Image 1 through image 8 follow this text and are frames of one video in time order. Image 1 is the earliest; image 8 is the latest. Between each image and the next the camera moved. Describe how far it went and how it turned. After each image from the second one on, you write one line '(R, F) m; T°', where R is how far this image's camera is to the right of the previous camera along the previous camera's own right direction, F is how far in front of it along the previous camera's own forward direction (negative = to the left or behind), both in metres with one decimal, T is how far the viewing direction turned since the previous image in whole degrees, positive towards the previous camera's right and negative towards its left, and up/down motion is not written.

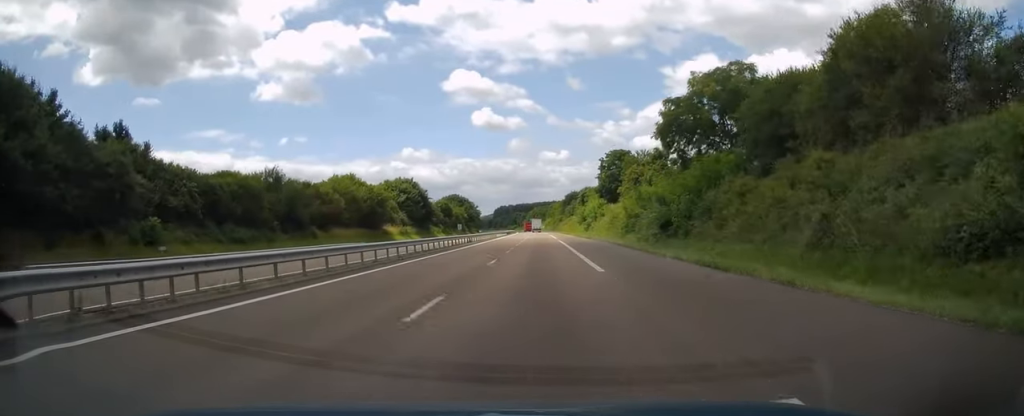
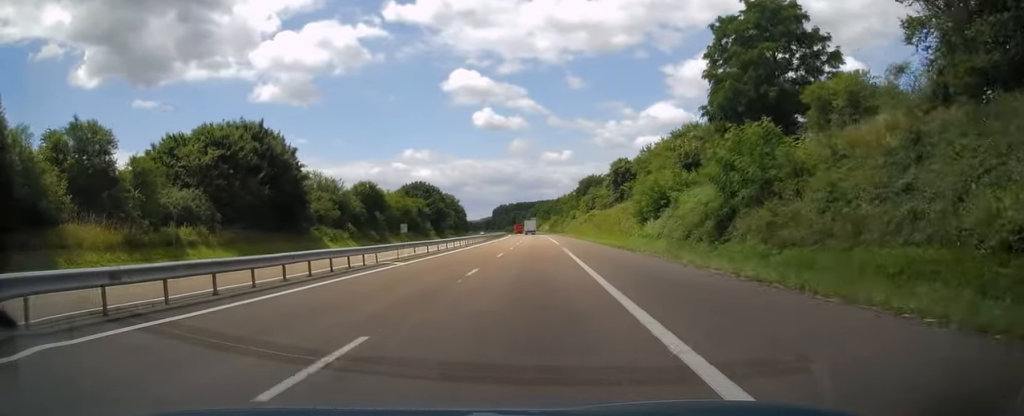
(-1.5, +71.6) m; -1°
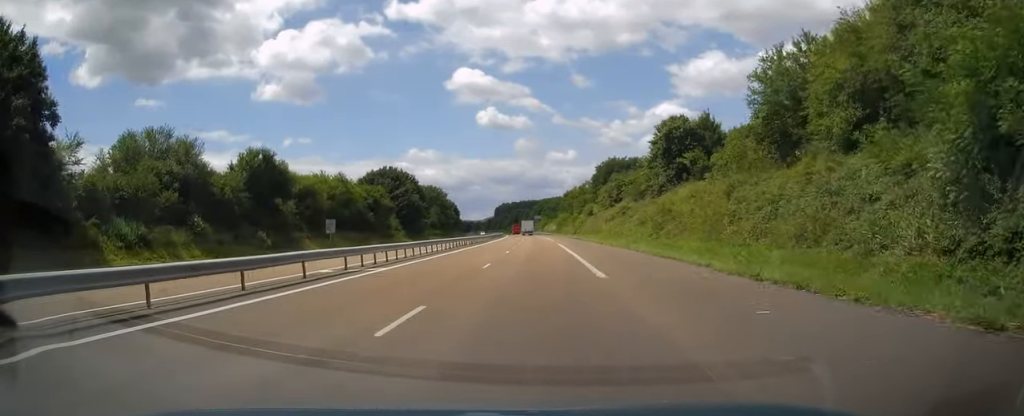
(-0.2, +37.0) m; 0°
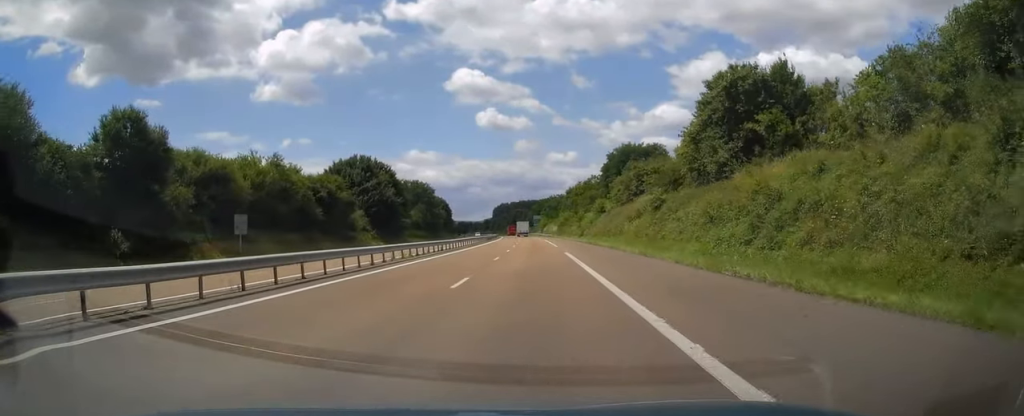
(0.0, +19.9) m; 0°
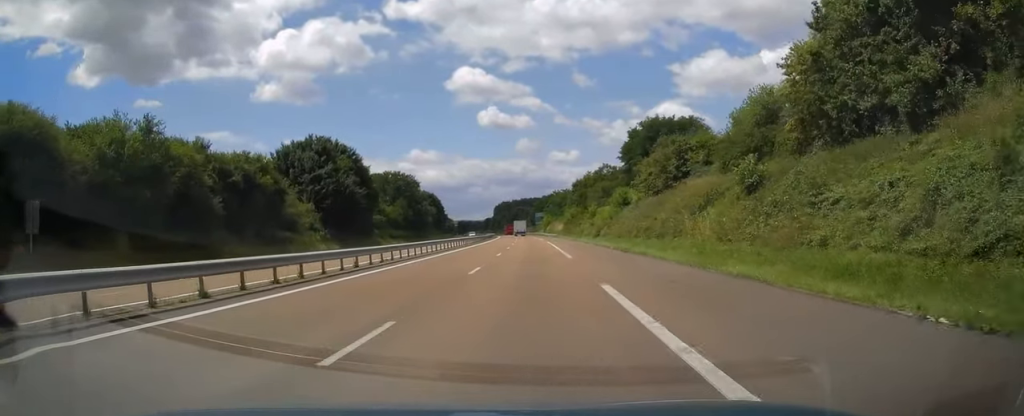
(+0.2, +21.8) m; 0°
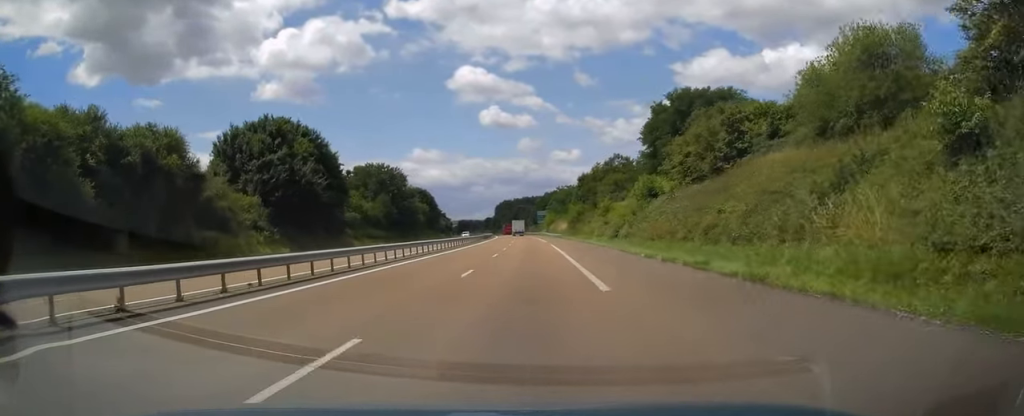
(-0.2, +14.8) m; 0°
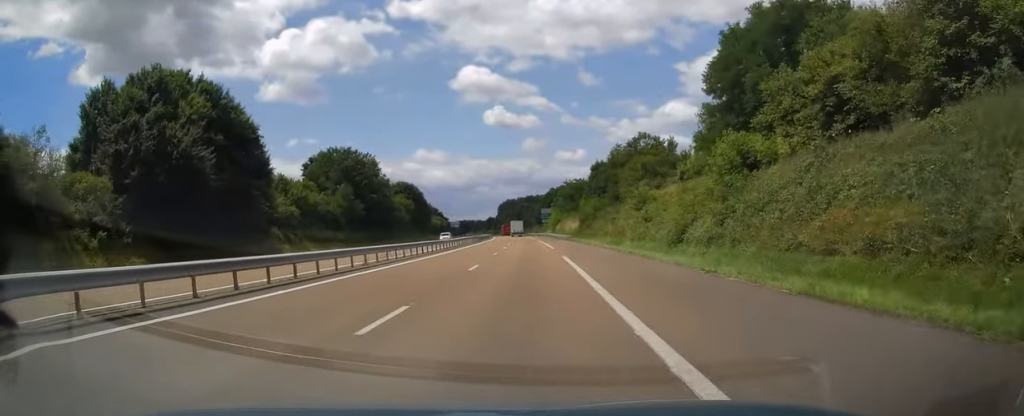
(0.0, +23.2) m; 0°
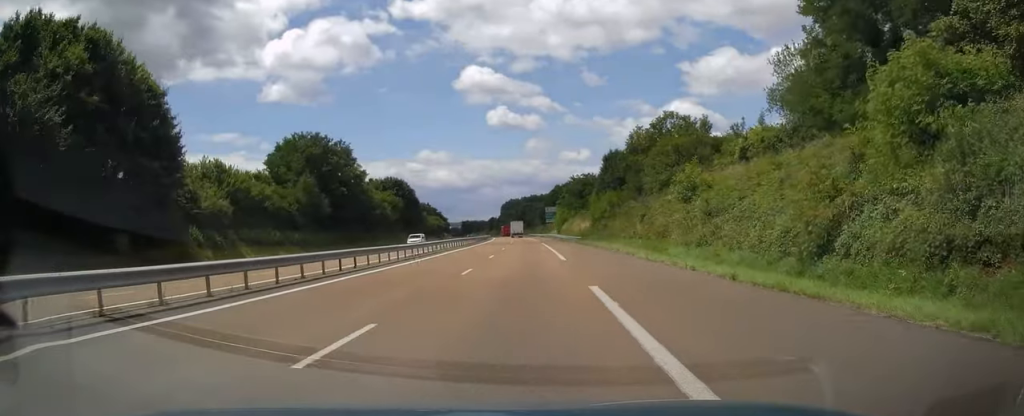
(+0.2, +15.3) m; 0°
